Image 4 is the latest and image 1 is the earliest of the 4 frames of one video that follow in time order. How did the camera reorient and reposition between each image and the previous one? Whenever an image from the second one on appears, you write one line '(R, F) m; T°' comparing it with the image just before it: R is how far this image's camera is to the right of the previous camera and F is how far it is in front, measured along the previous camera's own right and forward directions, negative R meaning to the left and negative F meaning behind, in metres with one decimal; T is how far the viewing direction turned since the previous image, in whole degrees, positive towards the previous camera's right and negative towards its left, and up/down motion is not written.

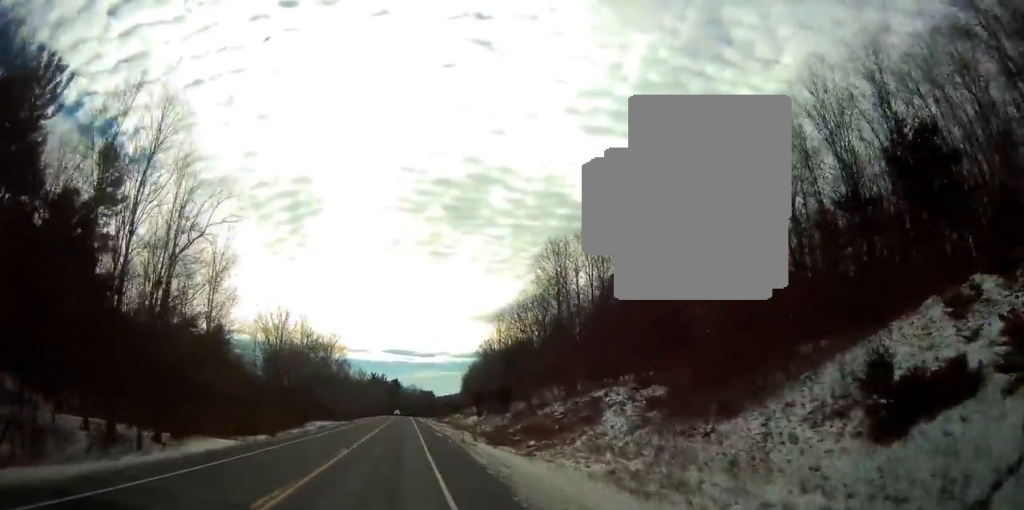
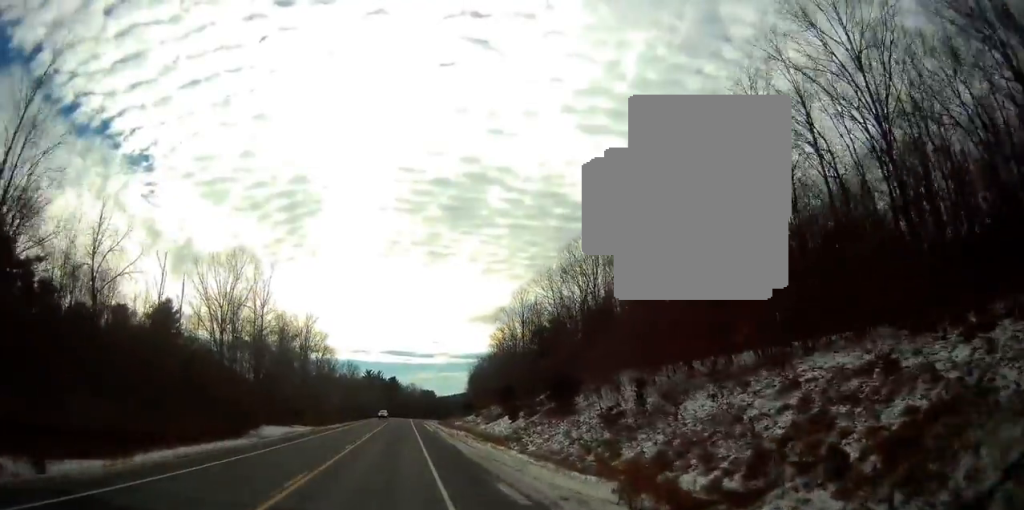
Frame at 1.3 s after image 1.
(0.0, +31.9) m; -1°
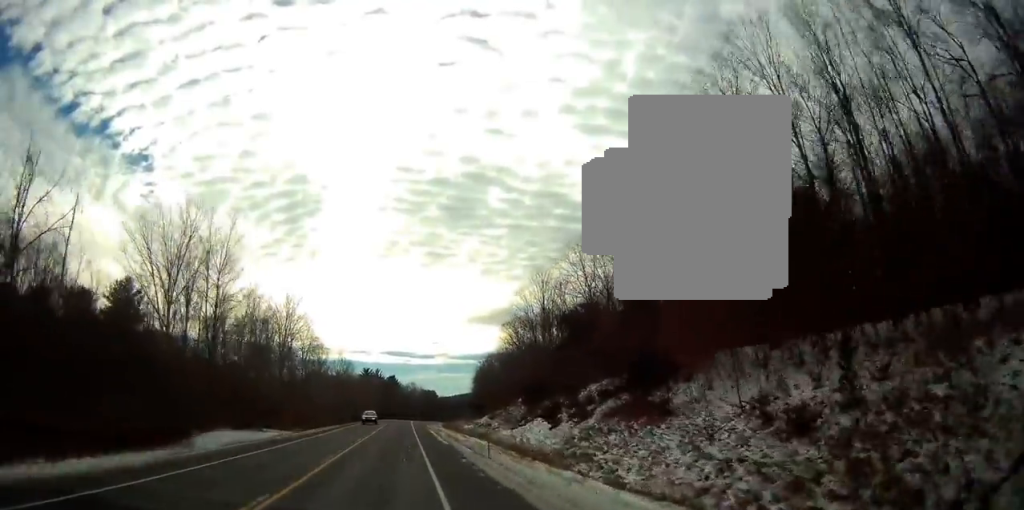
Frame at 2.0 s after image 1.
(-0.2, +18.0) m; 0°
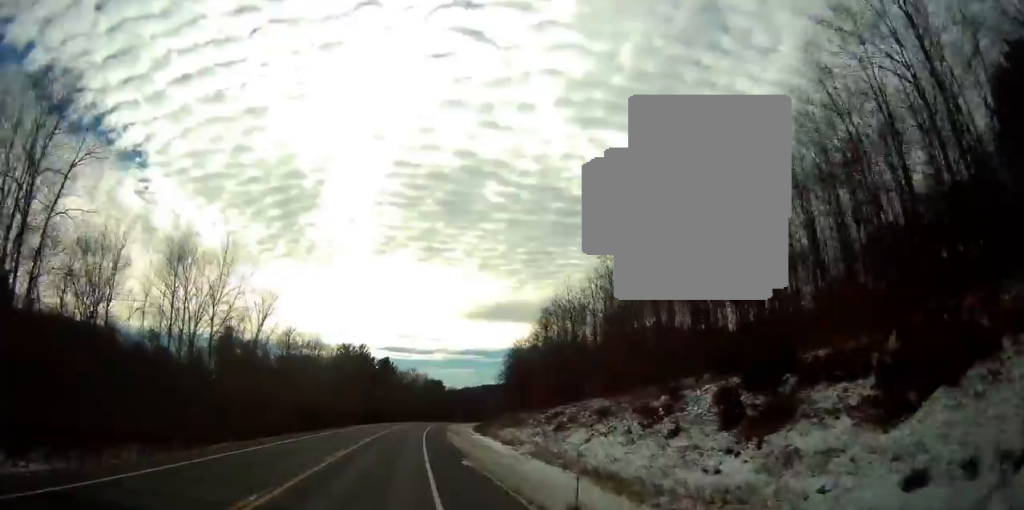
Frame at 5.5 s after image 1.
(+0.8, +84.4) m; 0°
